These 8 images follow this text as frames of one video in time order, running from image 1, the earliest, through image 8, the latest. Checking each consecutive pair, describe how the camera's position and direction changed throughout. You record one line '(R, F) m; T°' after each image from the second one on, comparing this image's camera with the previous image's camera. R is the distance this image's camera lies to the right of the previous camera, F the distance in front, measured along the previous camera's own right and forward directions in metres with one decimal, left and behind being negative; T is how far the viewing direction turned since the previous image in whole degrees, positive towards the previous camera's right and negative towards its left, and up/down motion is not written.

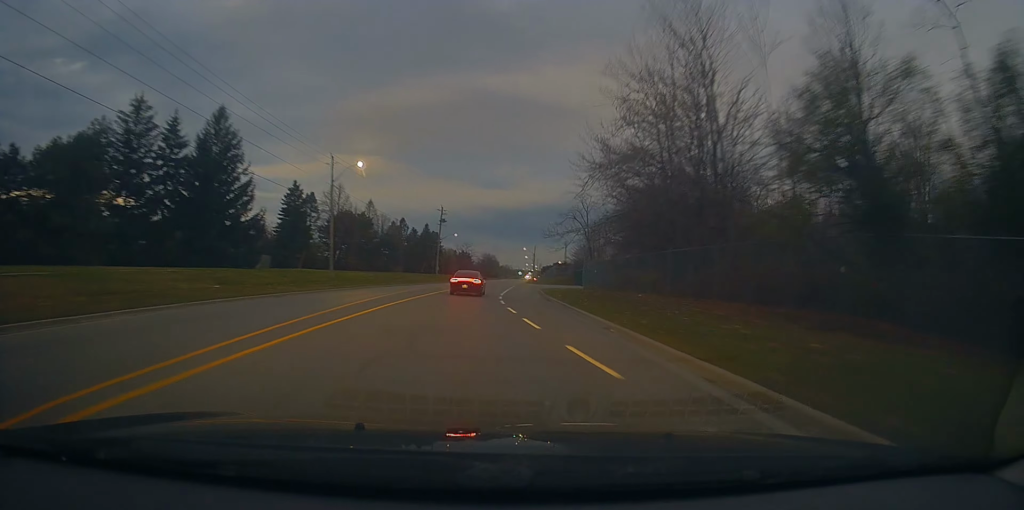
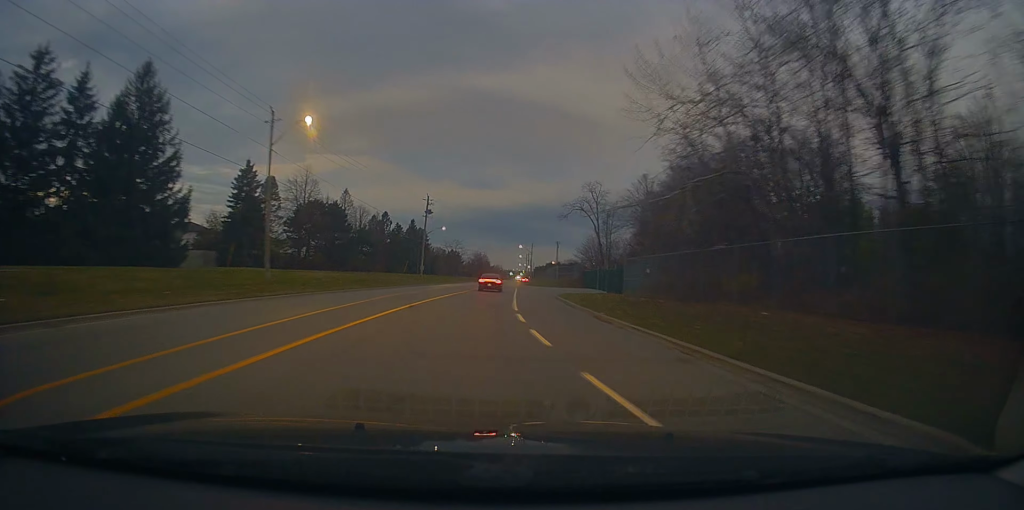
(+0.2, +15.1) m; +2°
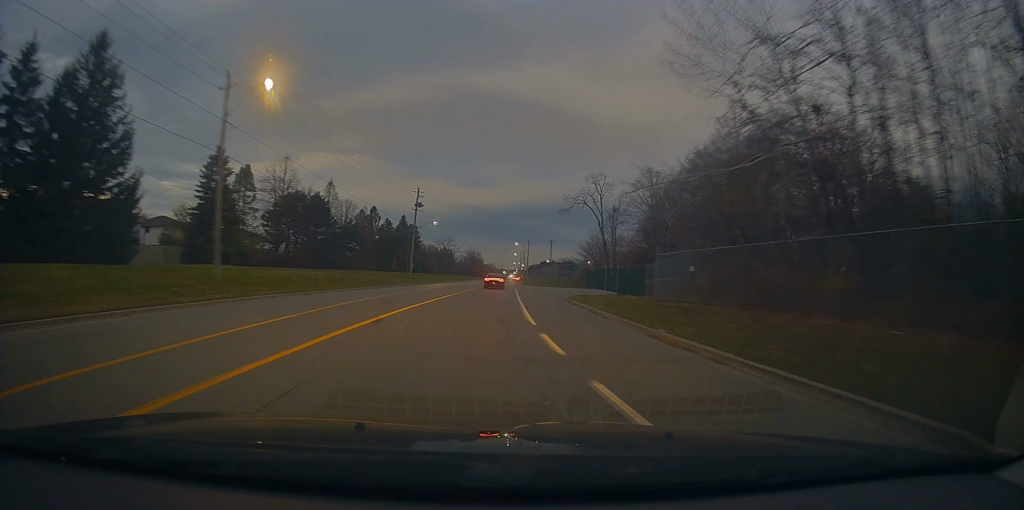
(+0.2, +7.0) m; +2°
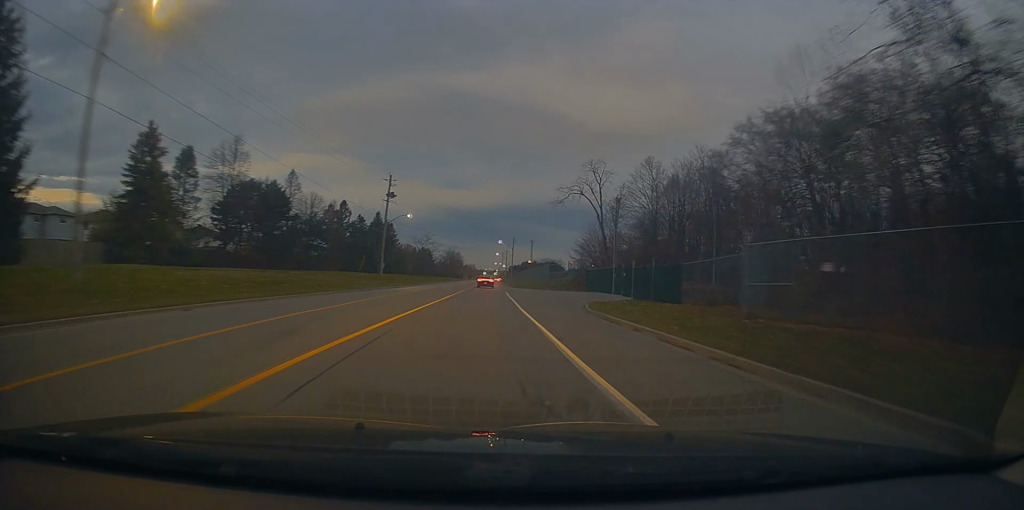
(+0.2, +11.0) m; +2°
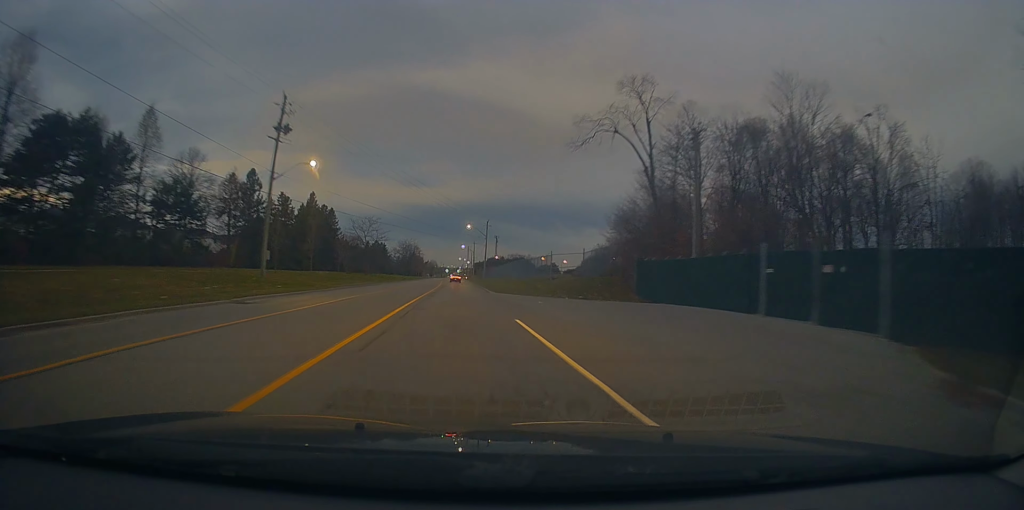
(+0.6, +32.0) m; +1°
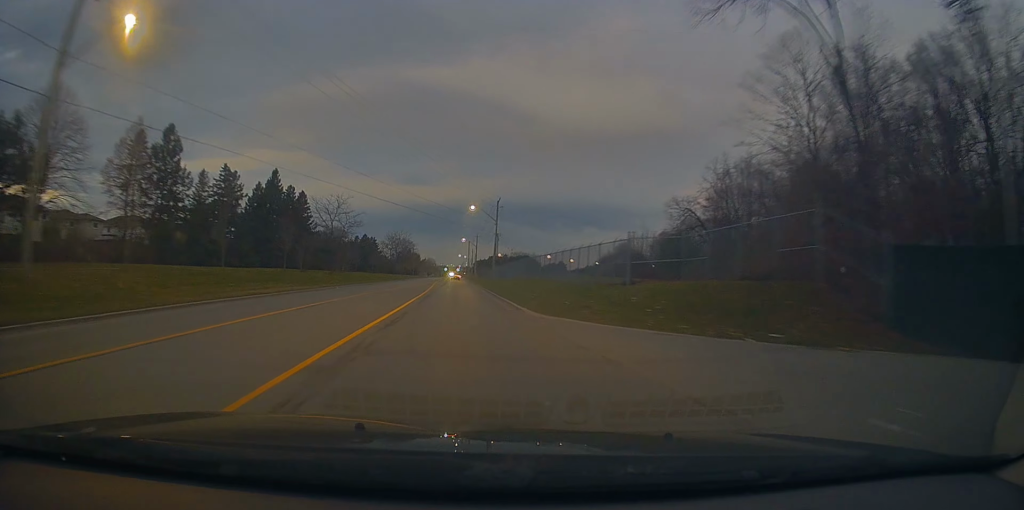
(+0.1, +24.1) m; +2°
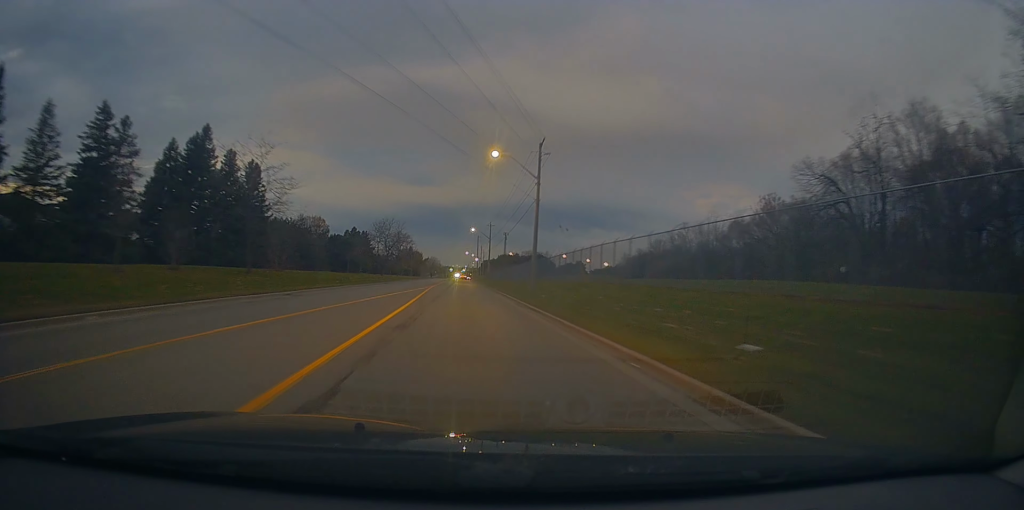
(+0.5, +29.0) m; 0°
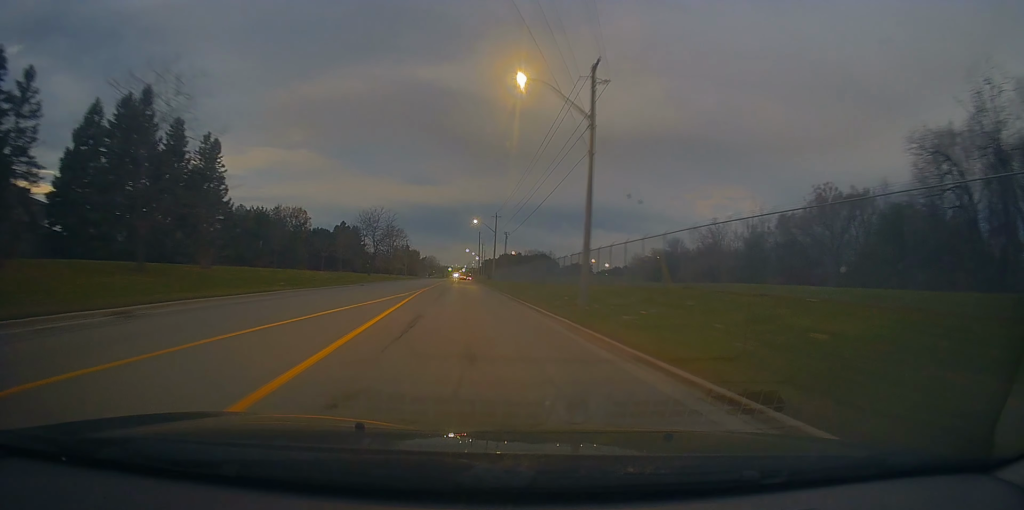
(-0.3, +14.3) m; -1°
